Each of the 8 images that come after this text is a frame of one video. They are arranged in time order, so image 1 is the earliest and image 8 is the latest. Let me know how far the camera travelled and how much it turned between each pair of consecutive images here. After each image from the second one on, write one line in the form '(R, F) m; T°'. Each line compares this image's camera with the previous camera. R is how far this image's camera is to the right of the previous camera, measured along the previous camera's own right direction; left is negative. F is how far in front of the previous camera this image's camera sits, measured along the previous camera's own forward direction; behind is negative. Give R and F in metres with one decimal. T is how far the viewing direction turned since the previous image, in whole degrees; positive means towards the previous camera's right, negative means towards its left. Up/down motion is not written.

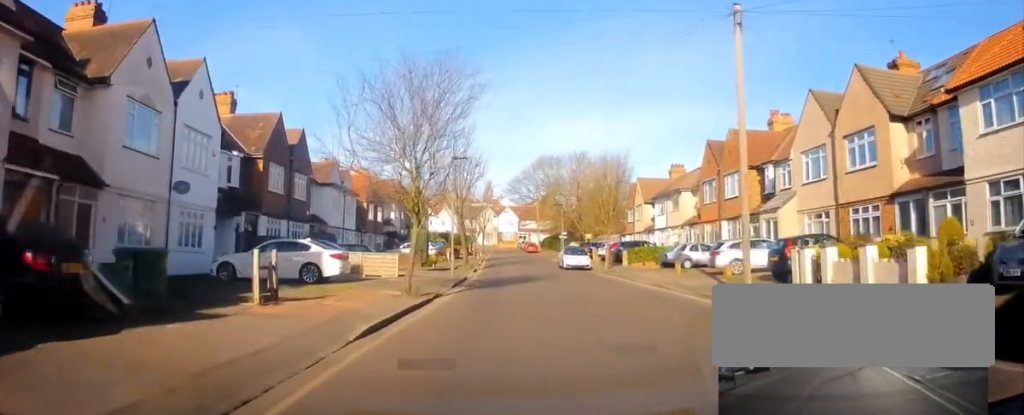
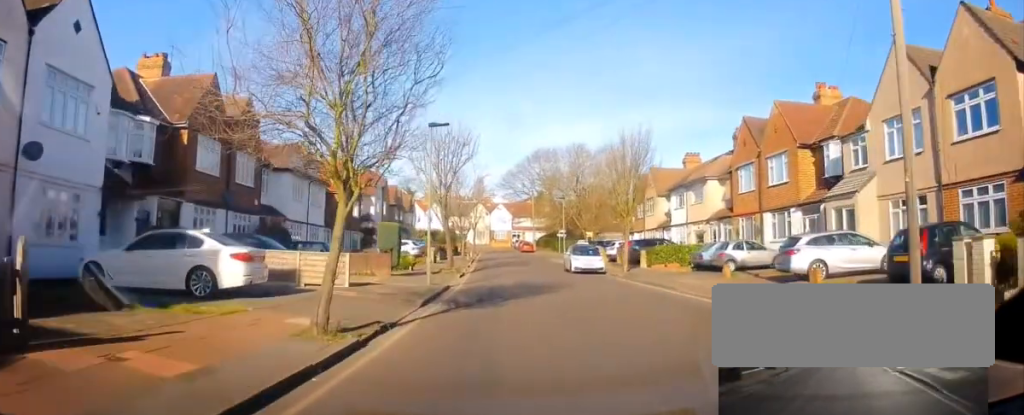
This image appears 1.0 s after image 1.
(-0.1, +7.2) m; -1°
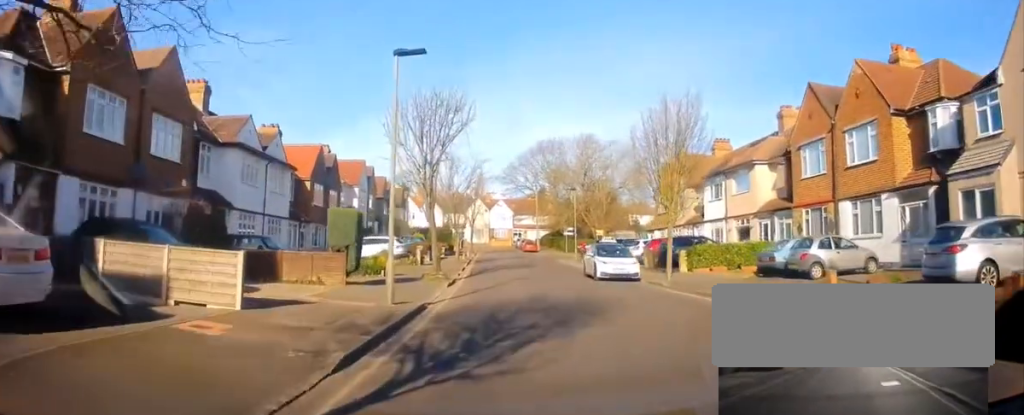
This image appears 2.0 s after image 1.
(0.0, +7.5) m; +1°
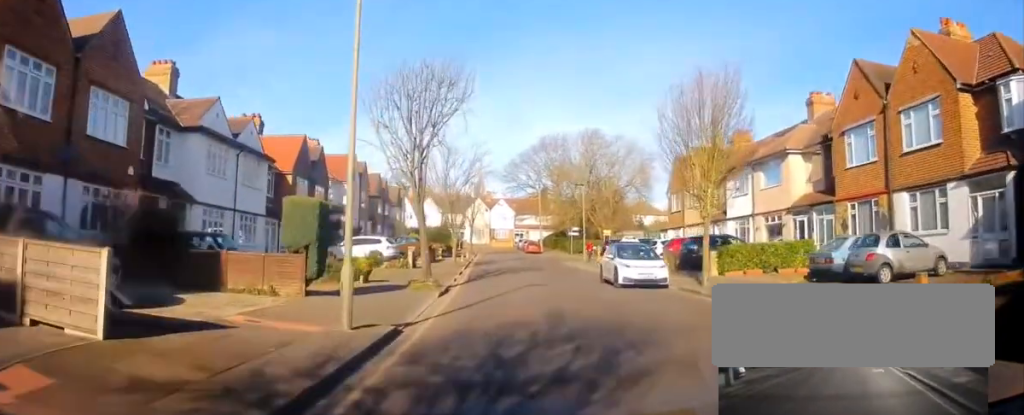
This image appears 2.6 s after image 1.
(0.0, +3.7) m; 0°
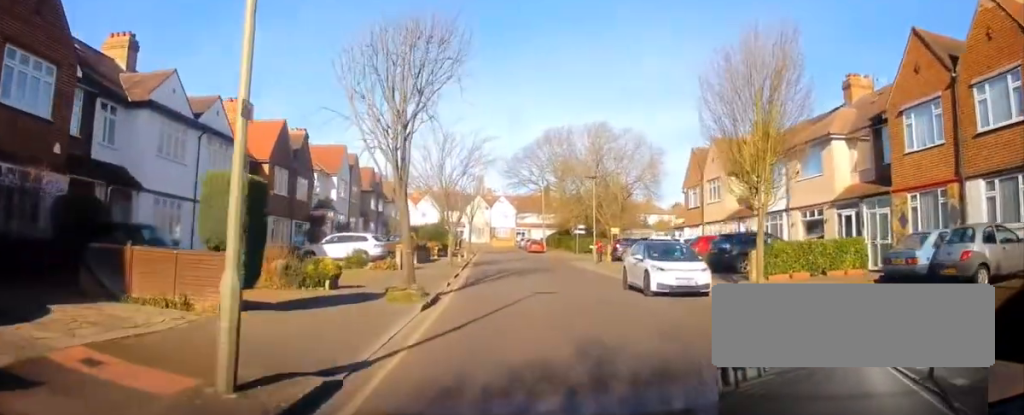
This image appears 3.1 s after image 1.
(0.0, +3.9) m; 0°
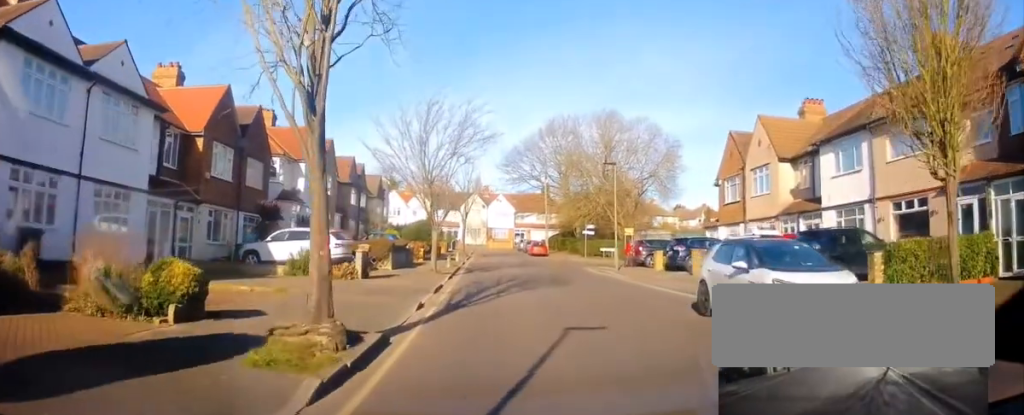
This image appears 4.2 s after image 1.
(-0.1, +7.3) m; -1°
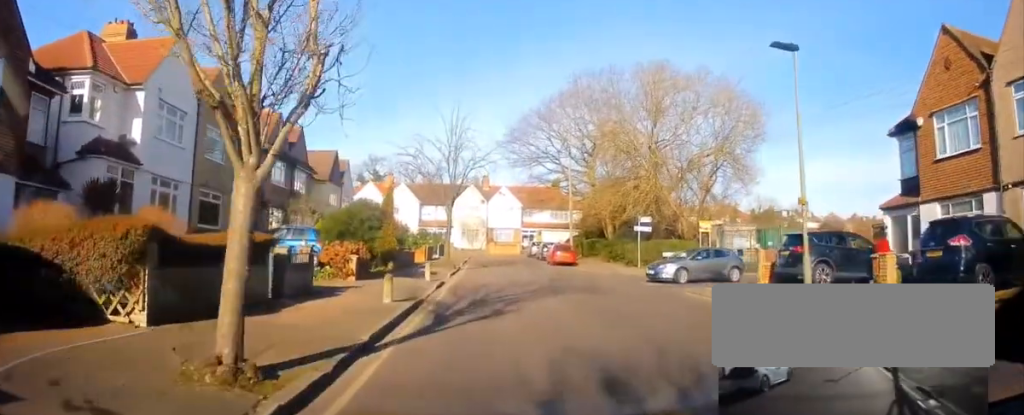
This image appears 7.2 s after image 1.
(-0.1, +20.0) m; -1°
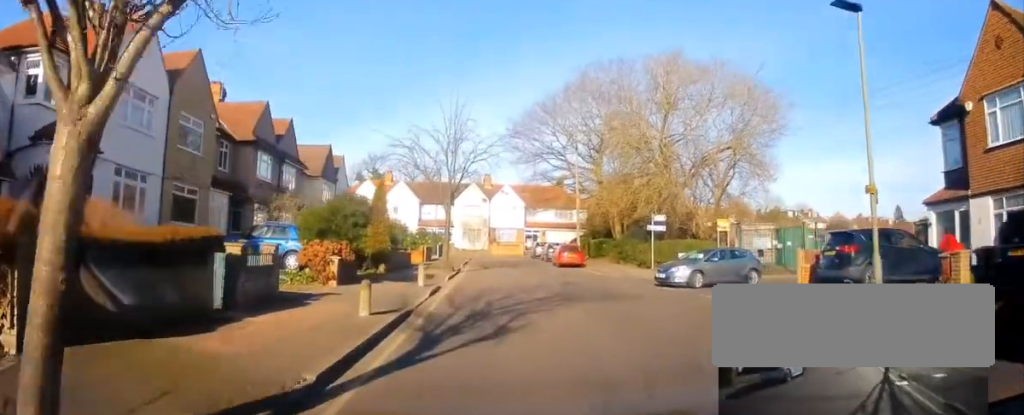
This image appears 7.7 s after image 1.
(+0.1, +2.8) m; -2°
